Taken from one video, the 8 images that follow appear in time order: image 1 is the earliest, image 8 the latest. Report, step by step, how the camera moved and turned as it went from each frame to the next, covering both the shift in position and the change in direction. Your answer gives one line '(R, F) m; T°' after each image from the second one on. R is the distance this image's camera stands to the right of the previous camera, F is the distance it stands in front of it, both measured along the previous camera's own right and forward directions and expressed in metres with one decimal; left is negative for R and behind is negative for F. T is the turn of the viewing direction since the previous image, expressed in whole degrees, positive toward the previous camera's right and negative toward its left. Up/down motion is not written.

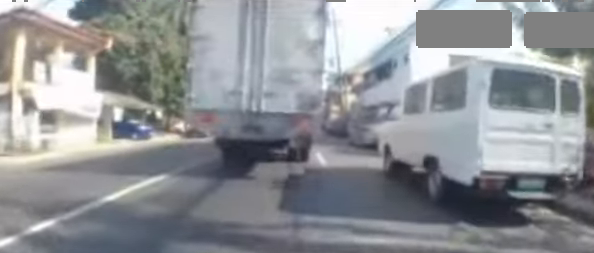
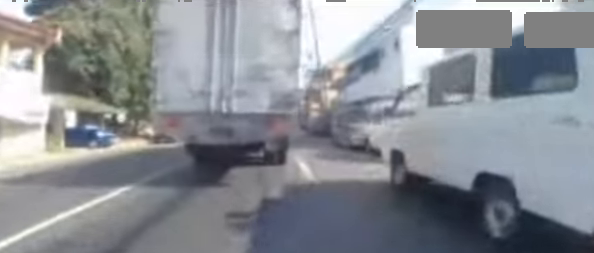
(+0.1, +1.8) m; +3°
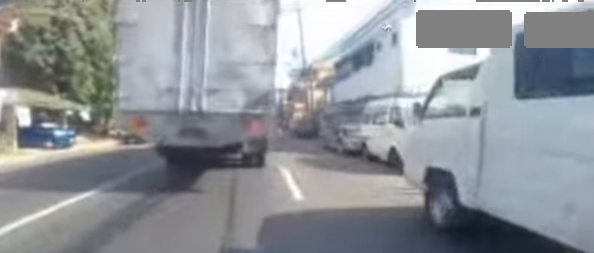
(0.0, +1.7) m; +2°
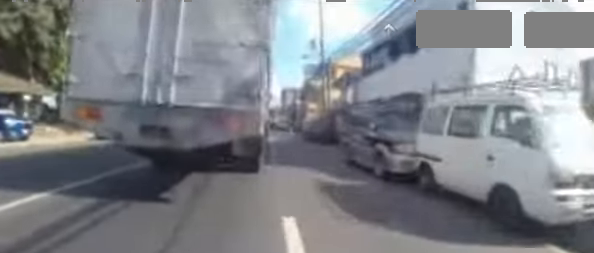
(+0.1, +3.9) m; +1°
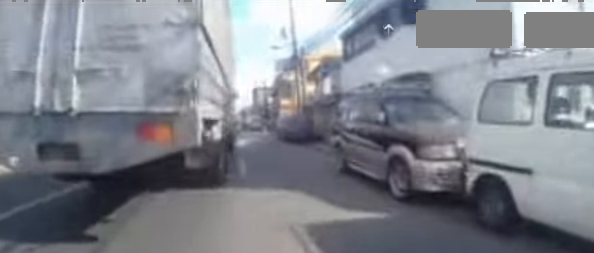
(0.0, +2.6) m; 0°
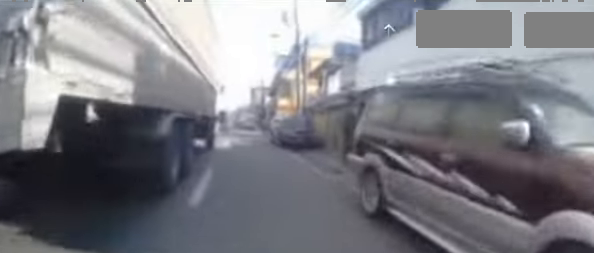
(0.0, +3.3) m; 0°
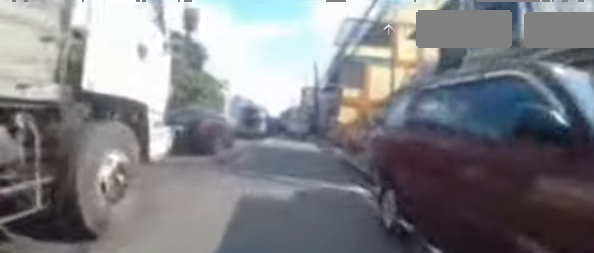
(+1.1, +13.8) m; +2°
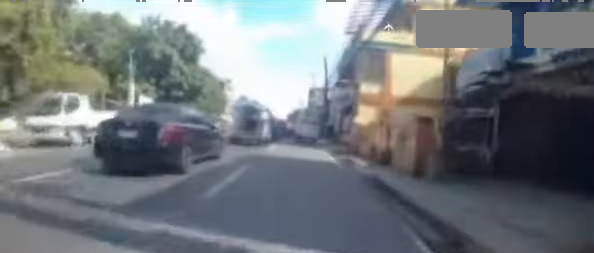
(-0.1, +3.6) m; -5°
